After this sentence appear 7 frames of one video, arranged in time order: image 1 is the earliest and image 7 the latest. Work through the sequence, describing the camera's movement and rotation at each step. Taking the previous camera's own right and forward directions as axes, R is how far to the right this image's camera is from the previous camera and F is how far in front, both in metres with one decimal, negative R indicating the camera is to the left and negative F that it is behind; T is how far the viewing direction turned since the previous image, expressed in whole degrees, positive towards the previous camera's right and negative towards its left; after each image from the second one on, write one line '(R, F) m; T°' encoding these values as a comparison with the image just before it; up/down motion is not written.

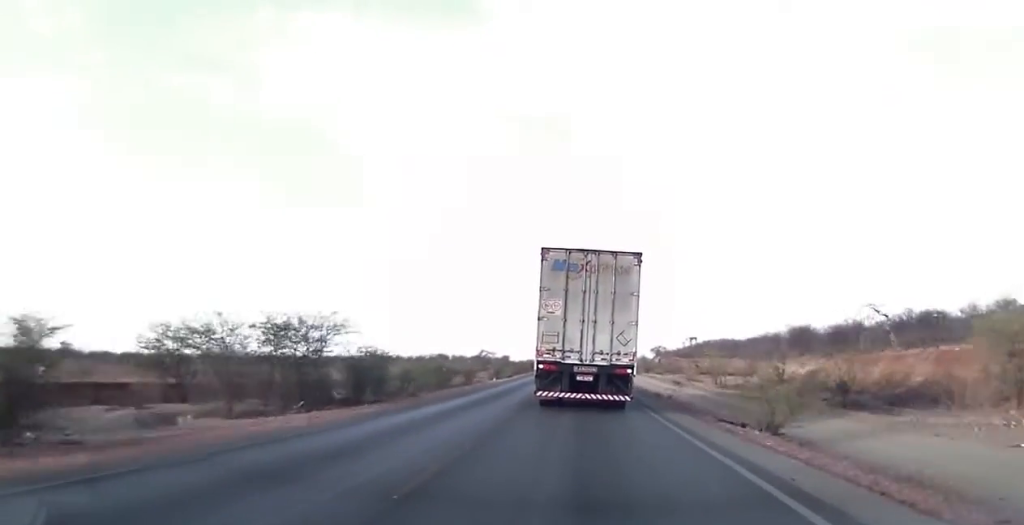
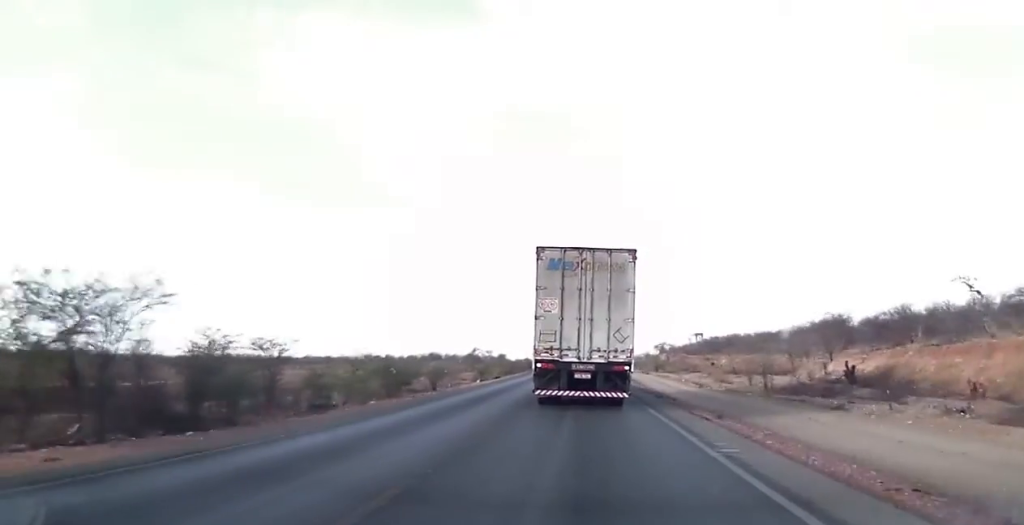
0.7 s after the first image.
(-0.3, +13.9) m; -1°
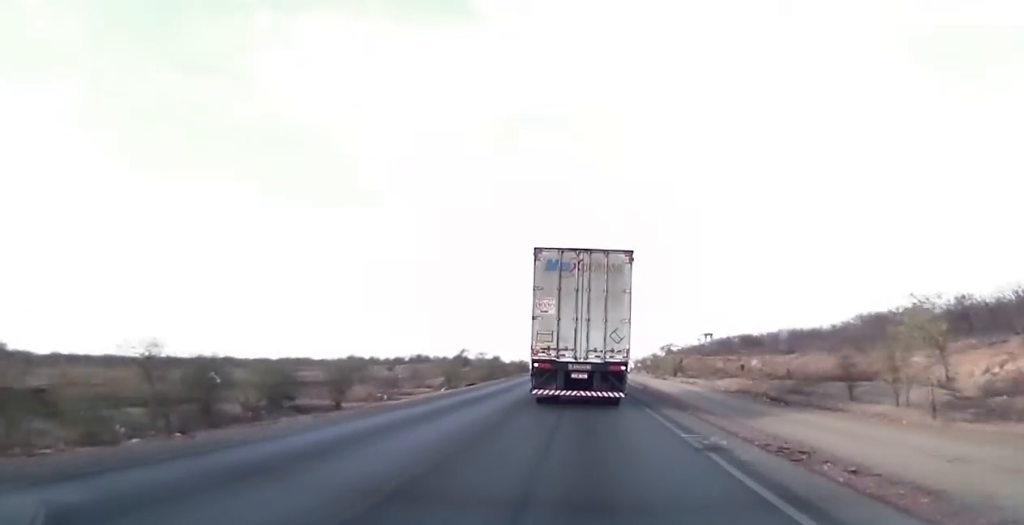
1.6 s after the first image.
(-0.1, +18.5) m; 0°
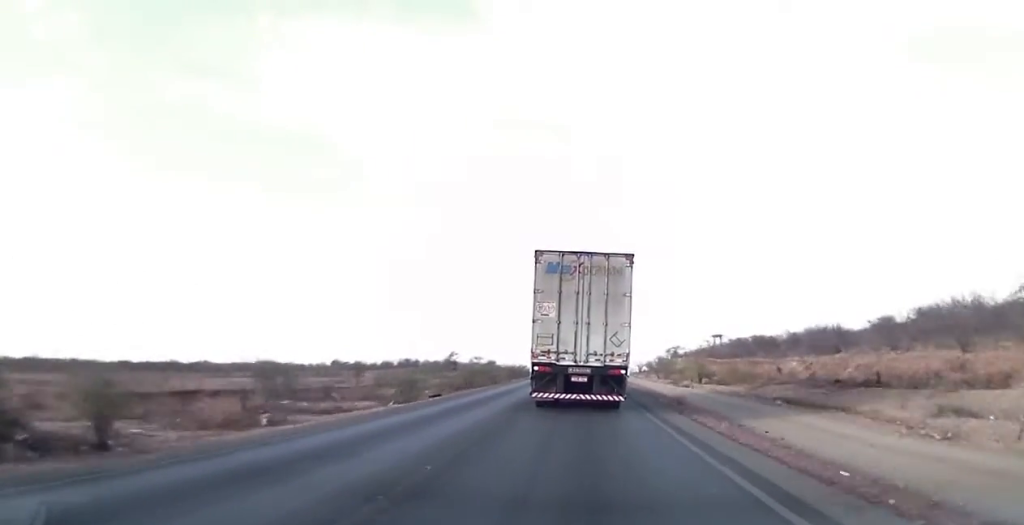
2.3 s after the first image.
(0.0, +14.9) m; +1°
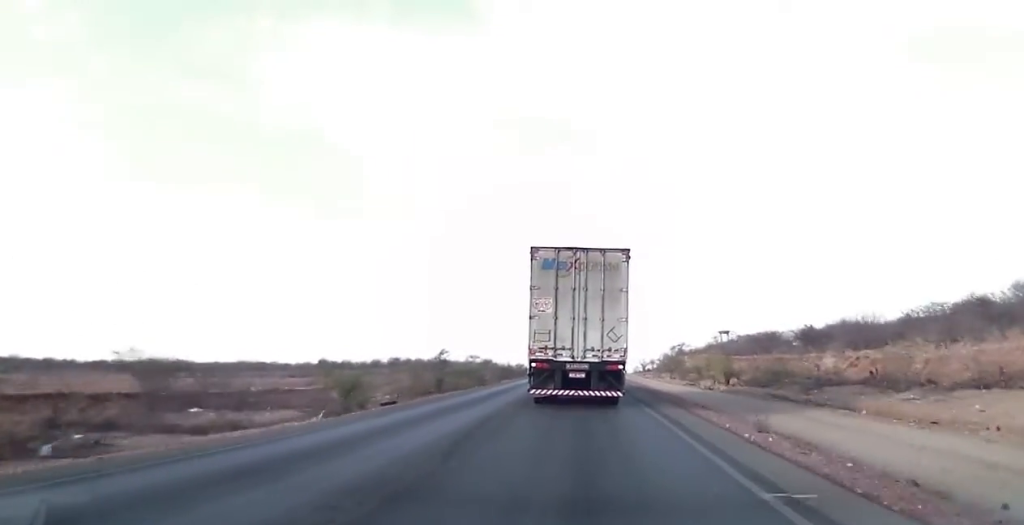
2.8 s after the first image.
(-0.1, +10.8) m; +1°
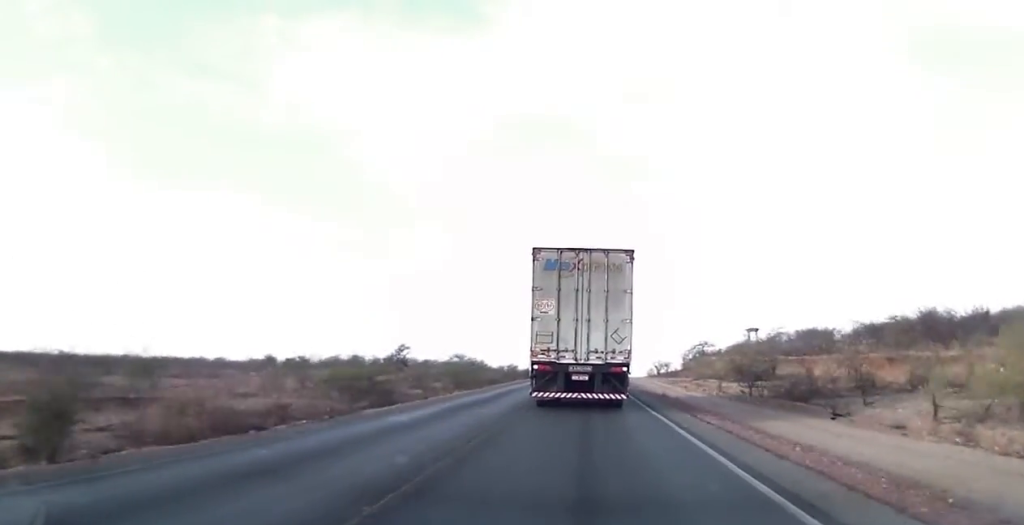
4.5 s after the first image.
(+0.3, +33.2) m; -1°
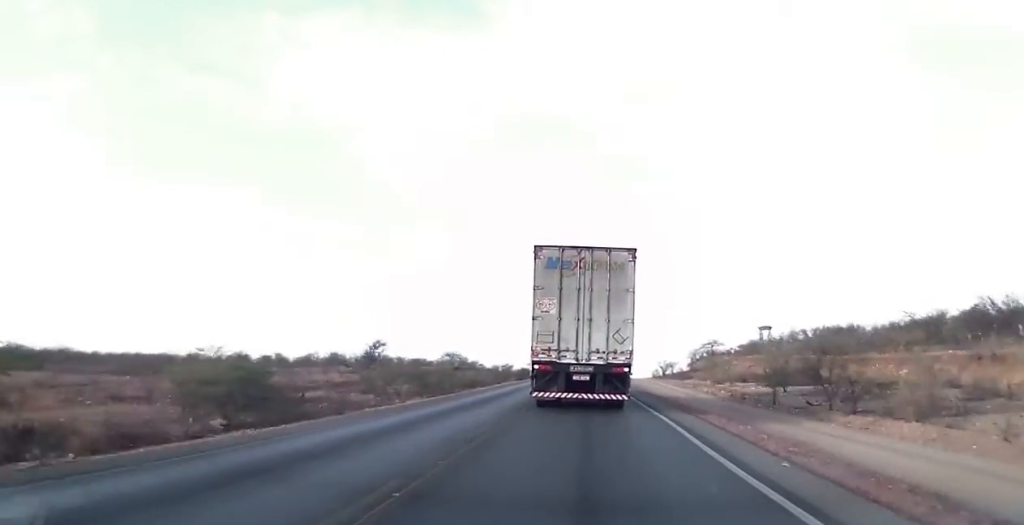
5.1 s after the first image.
(-0.1, +12.9) m; -1°
